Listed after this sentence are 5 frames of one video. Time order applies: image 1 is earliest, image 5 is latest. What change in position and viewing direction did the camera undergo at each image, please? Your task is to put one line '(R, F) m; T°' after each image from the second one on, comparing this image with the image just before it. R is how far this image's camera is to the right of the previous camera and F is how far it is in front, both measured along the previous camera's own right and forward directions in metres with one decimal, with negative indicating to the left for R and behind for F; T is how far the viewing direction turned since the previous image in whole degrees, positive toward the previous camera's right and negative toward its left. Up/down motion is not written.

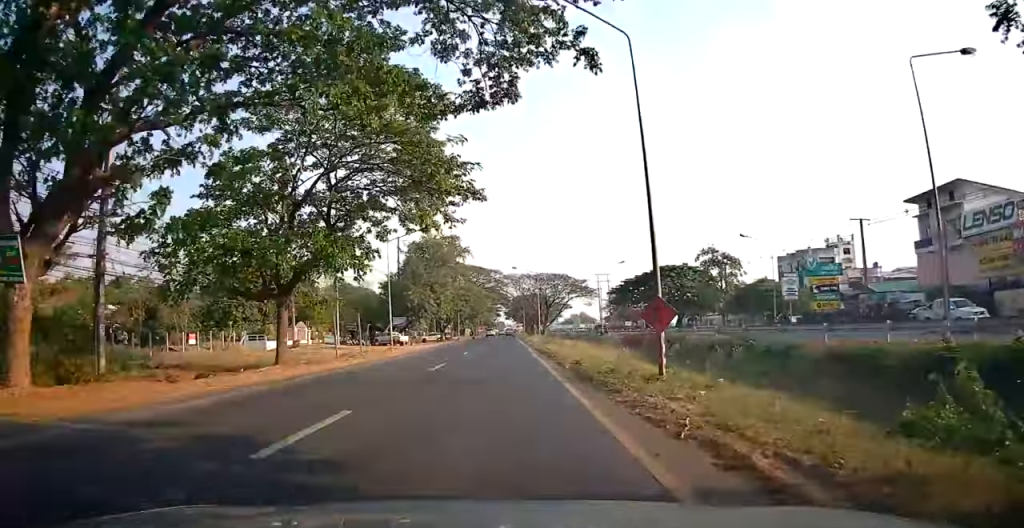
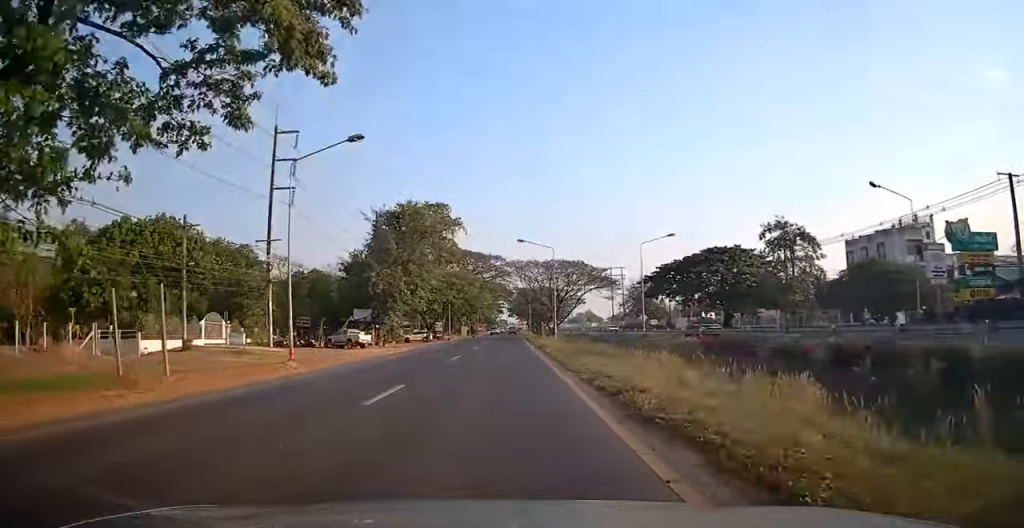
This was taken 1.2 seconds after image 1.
(-0.2, +20.8) m; -2°
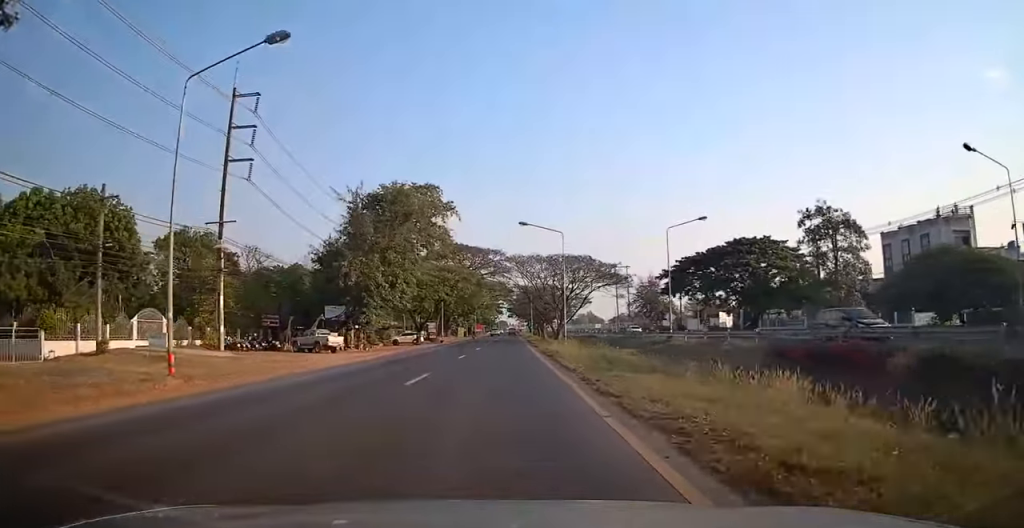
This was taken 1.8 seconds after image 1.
(-0.1, +8.7) m; -1°
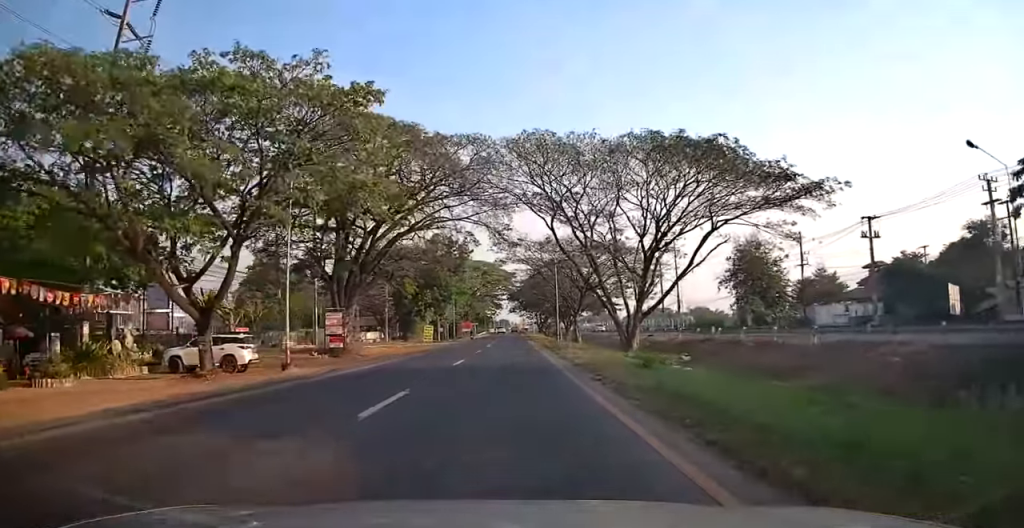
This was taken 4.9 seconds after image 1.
(0.0, +53.1) m; +1°
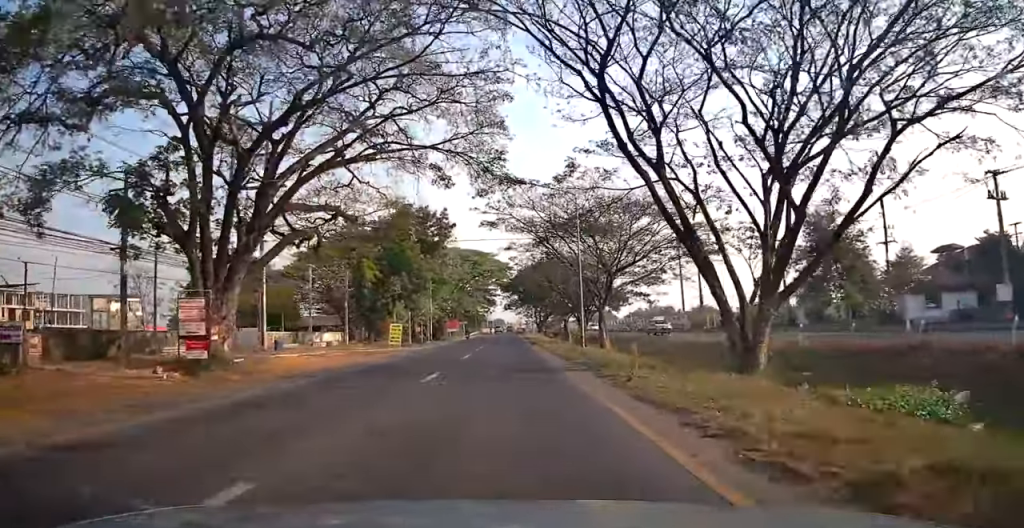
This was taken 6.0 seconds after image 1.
(+0.5, +18.9) m; +2°
